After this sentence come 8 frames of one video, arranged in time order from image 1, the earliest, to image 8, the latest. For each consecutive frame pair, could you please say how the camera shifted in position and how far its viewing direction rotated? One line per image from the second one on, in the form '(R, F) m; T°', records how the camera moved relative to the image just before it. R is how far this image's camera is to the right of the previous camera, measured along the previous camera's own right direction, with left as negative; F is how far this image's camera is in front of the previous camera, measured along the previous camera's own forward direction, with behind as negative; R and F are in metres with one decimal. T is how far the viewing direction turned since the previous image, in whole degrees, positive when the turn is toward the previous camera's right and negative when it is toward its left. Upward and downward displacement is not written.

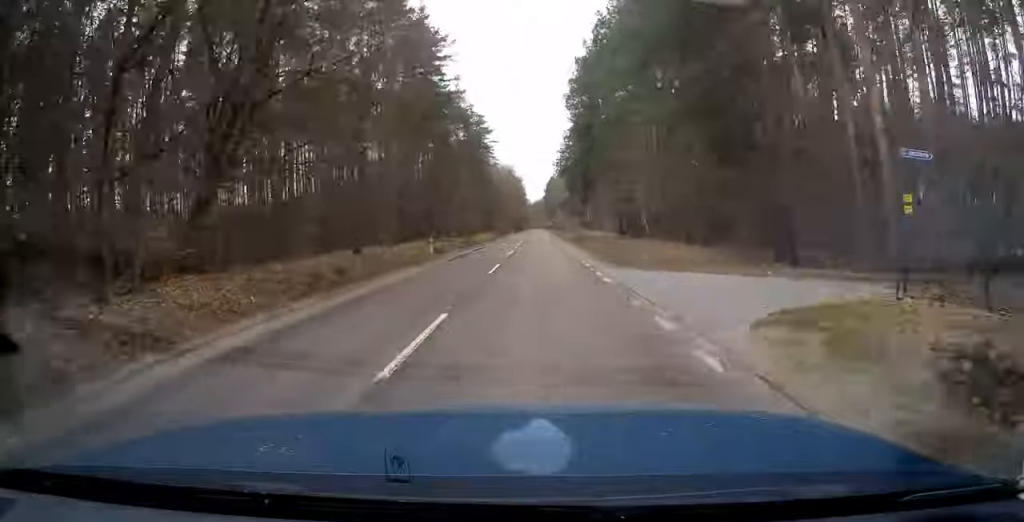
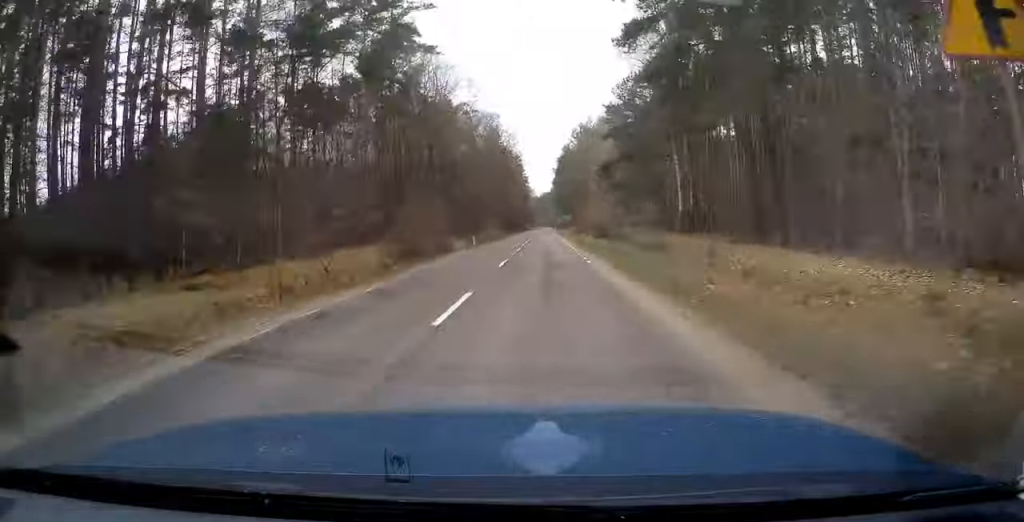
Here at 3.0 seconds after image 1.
(-0.1, +82.7) m; 0°
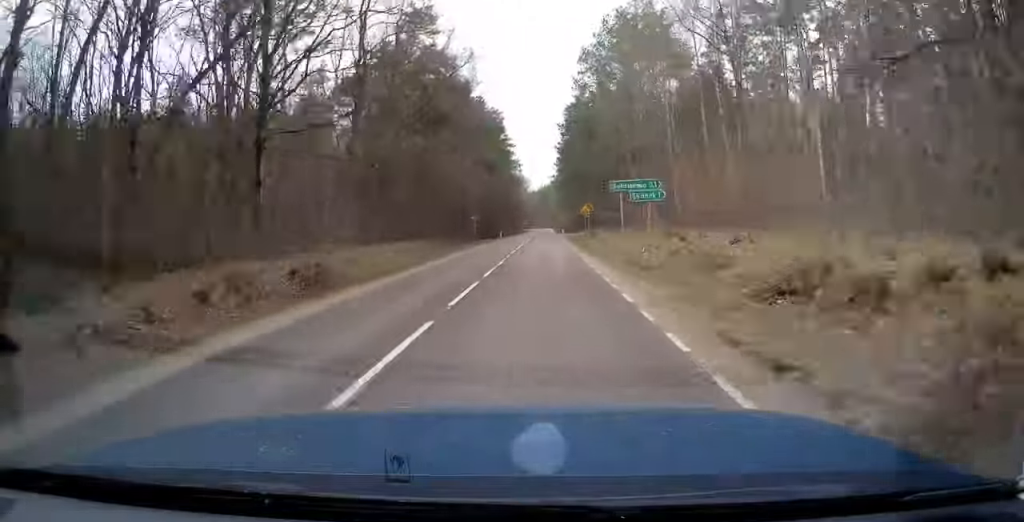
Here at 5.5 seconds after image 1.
(+0.2, +71.6) m; 0°
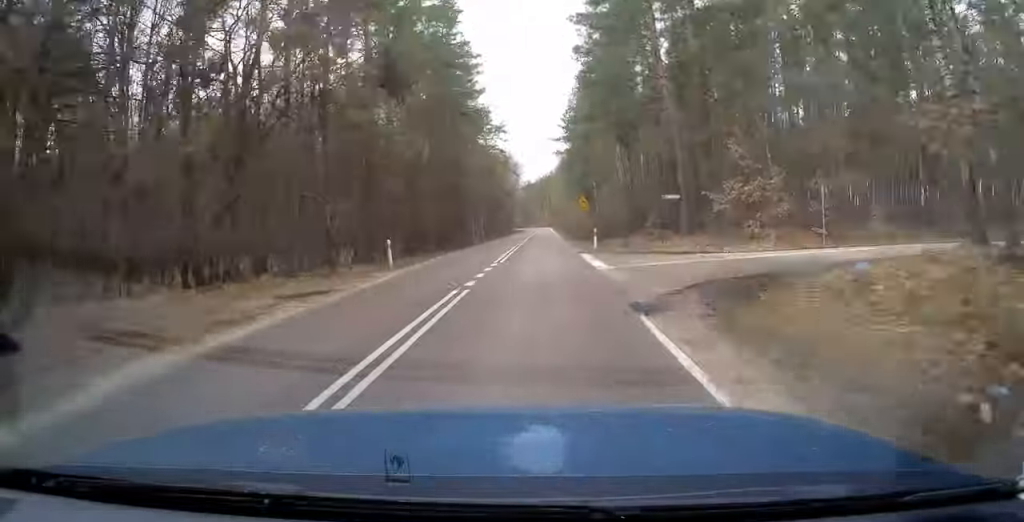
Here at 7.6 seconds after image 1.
(+0.2, +57.2) m; 0°
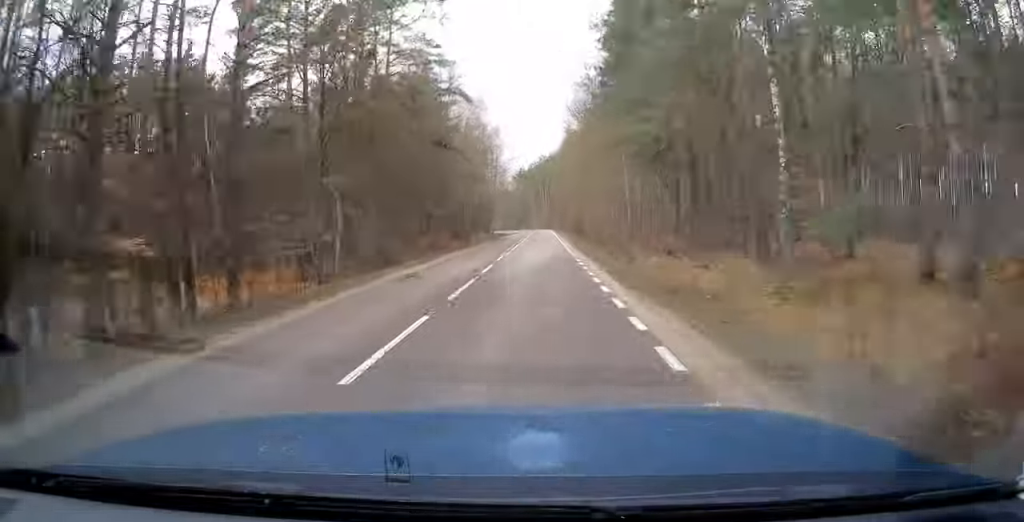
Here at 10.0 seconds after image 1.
(-0.1, +66.7) m; 0°
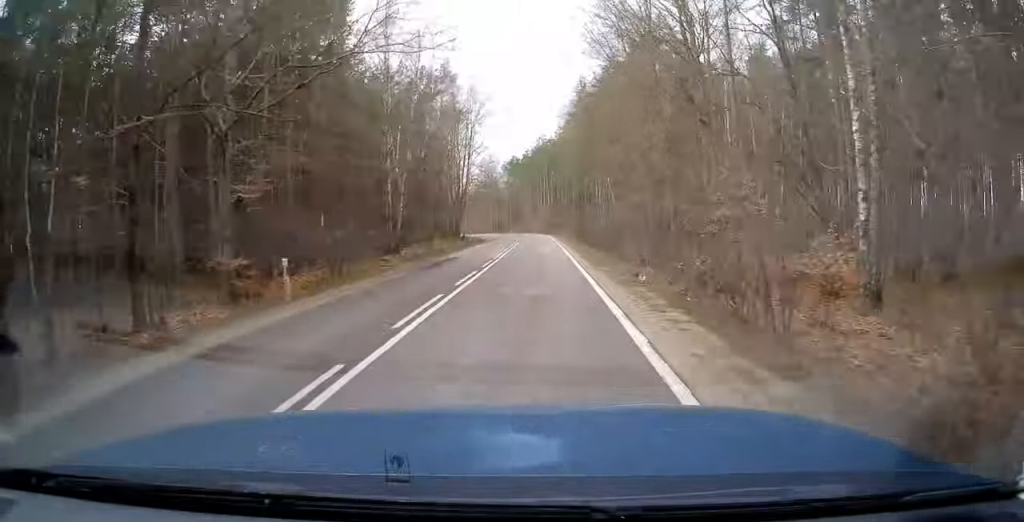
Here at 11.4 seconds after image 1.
(-0.2, +39.5) m; -2°
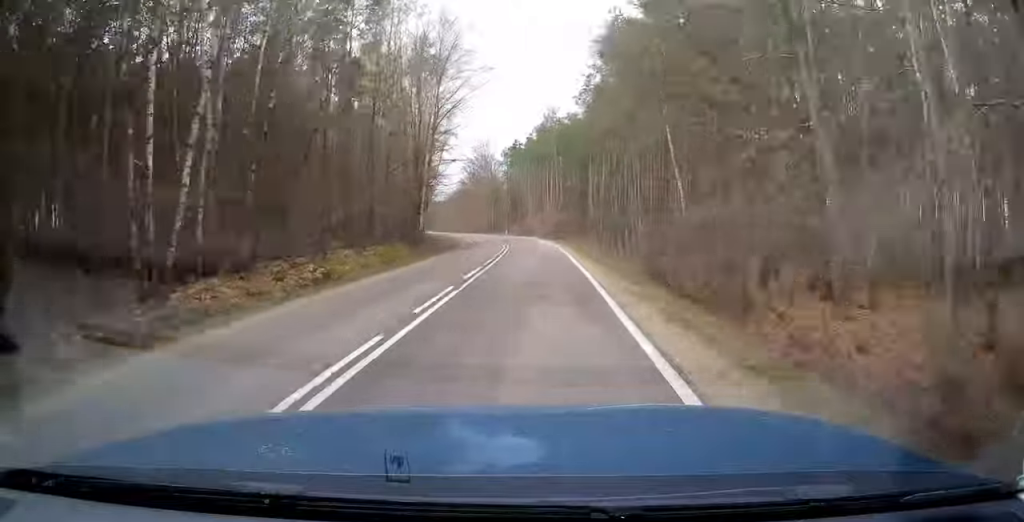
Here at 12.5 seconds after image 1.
(+0.6, +29.1) m; -1°
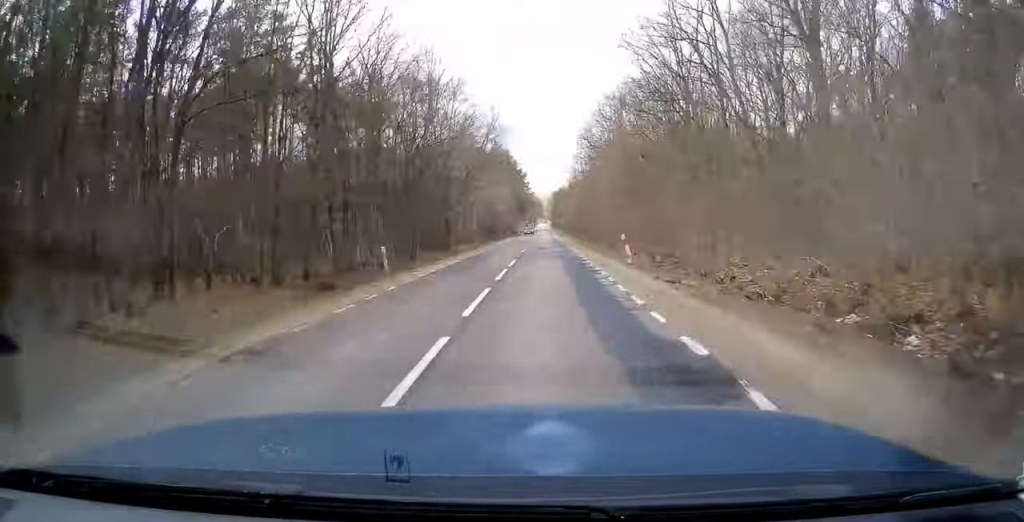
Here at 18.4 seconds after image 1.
(-20.1, +164.5) m; -10°
